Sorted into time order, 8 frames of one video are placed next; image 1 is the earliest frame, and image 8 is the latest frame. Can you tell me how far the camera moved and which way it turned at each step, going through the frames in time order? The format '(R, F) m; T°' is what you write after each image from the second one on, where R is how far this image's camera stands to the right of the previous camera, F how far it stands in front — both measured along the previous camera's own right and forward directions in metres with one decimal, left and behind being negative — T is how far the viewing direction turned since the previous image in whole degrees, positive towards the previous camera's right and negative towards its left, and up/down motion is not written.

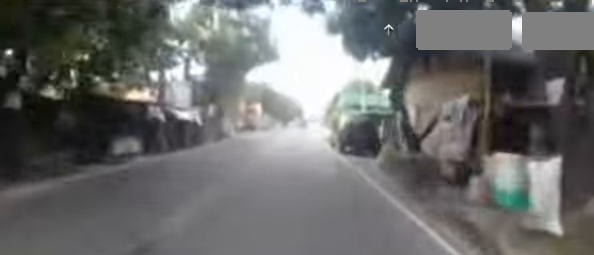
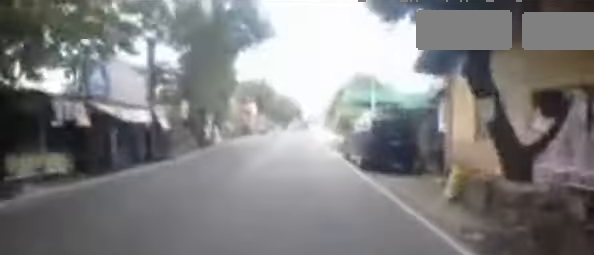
(0.0, +4.2) m; 0°
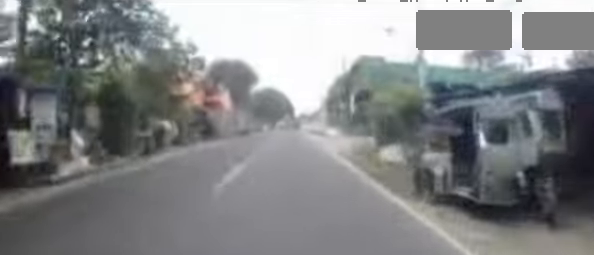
(0.0, +11.1) m; -2°
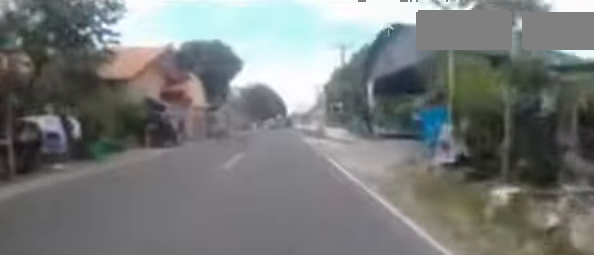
(-0.2, +6.9) m; 0°
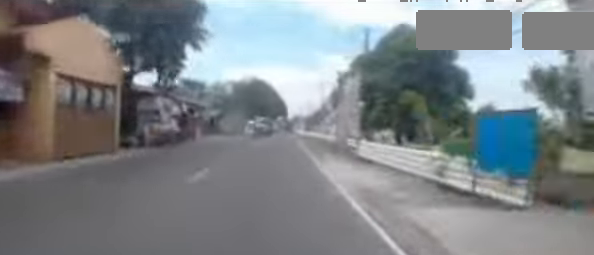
(0.0, +11.5) m; +1°
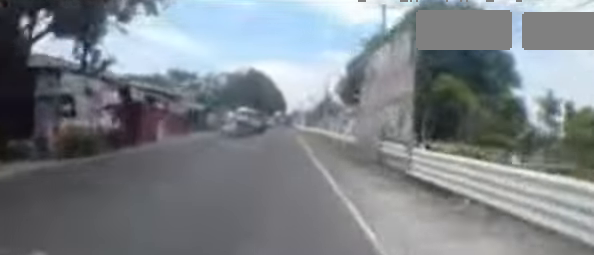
(+0.1, +5.5) m; +1°
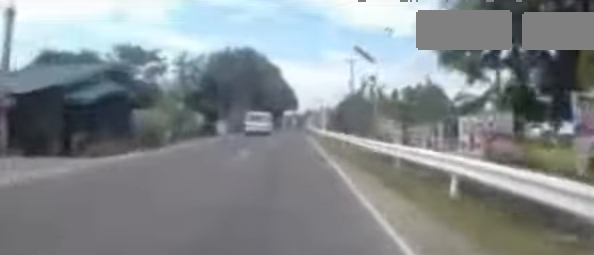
(0.0, +18.6) m; -2°
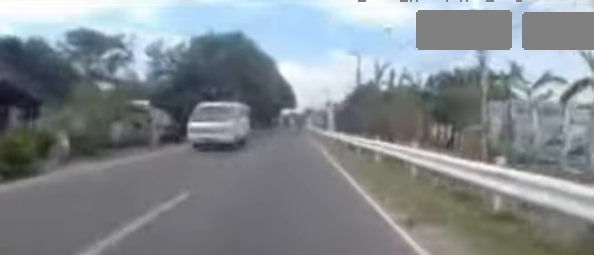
(-0.1, +7.1) m; -1°
